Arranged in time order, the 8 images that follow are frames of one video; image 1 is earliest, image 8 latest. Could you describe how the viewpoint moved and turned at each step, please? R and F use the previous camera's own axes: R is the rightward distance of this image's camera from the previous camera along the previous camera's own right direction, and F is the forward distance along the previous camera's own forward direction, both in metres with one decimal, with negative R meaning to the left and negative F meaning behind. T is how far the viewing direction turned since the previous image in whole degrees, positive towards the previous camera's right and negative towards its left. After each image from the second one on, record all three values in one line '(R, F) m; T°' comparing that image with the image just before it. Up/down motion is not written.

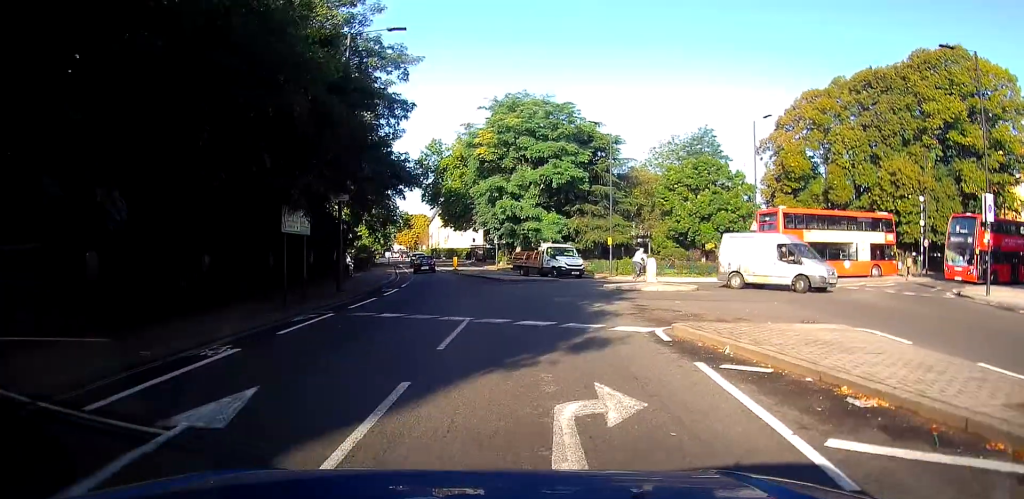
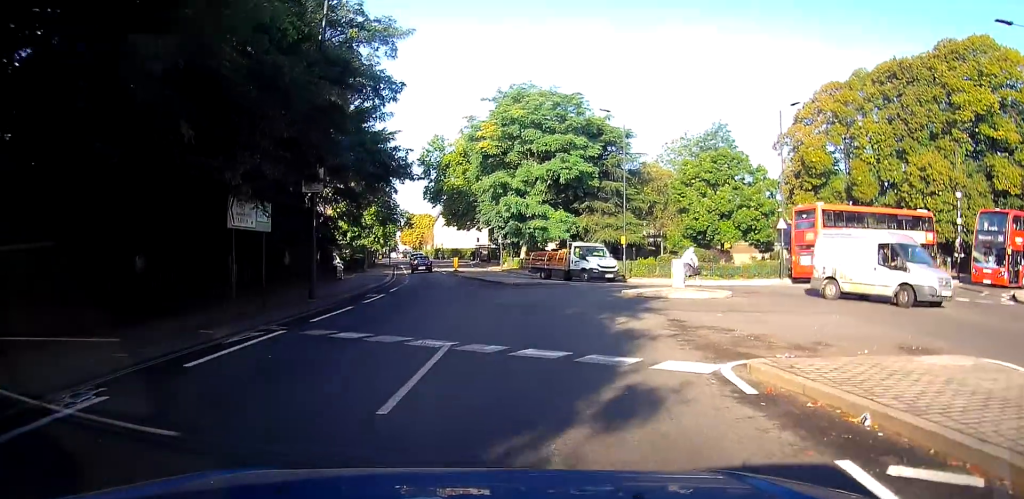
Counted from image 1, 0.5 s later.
(+0.1, +3.6) m; +1°
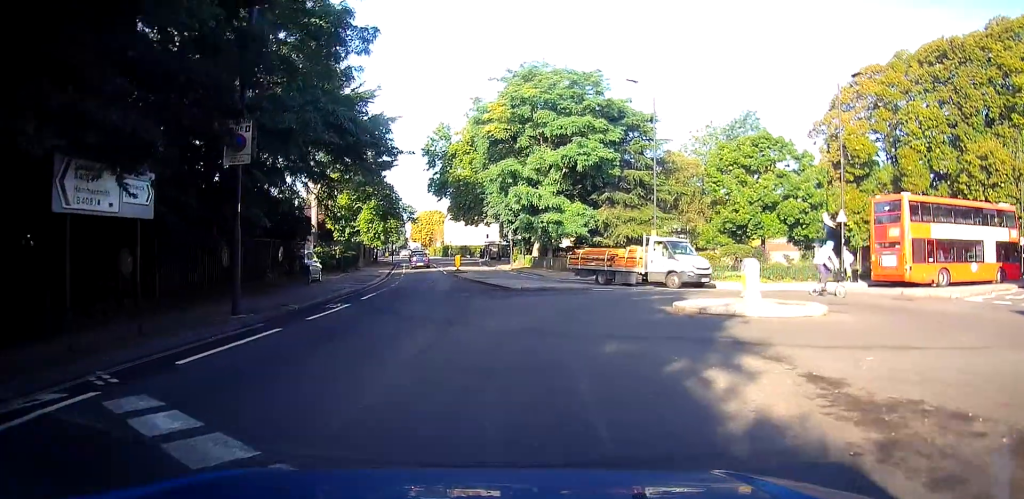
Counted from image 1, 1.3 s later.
(0.0, +6.0) m; -1°
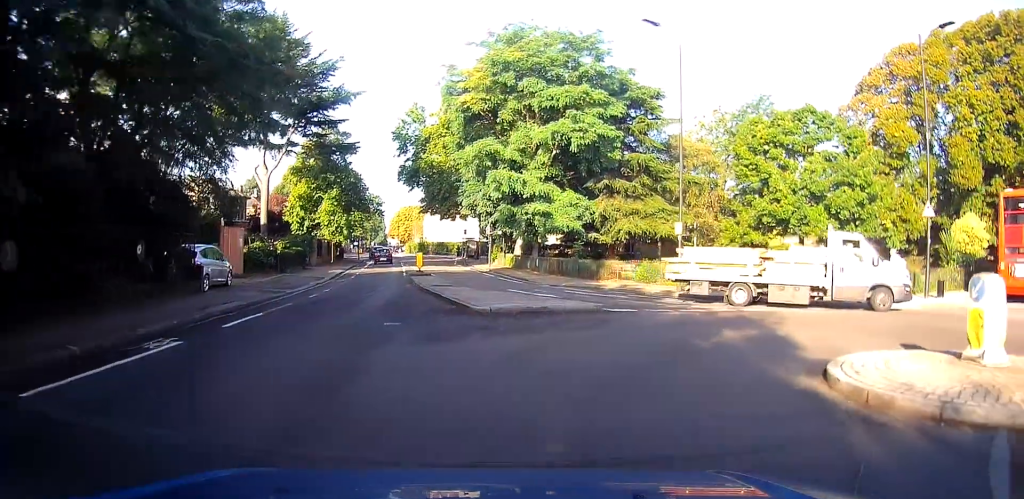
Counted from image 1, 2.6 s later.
(+0.1, +8.0) m; +7°
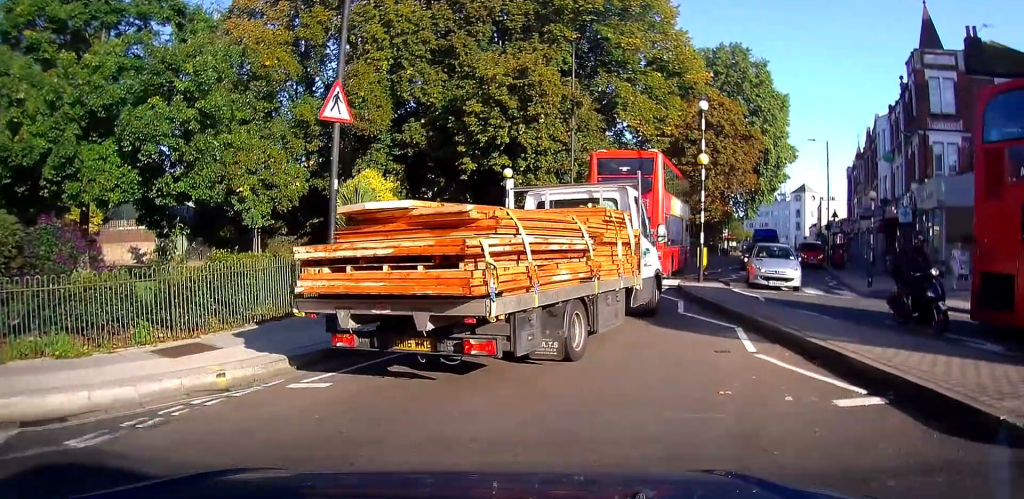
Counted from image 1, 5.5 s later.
(+5.6, +12.7) m; +54°
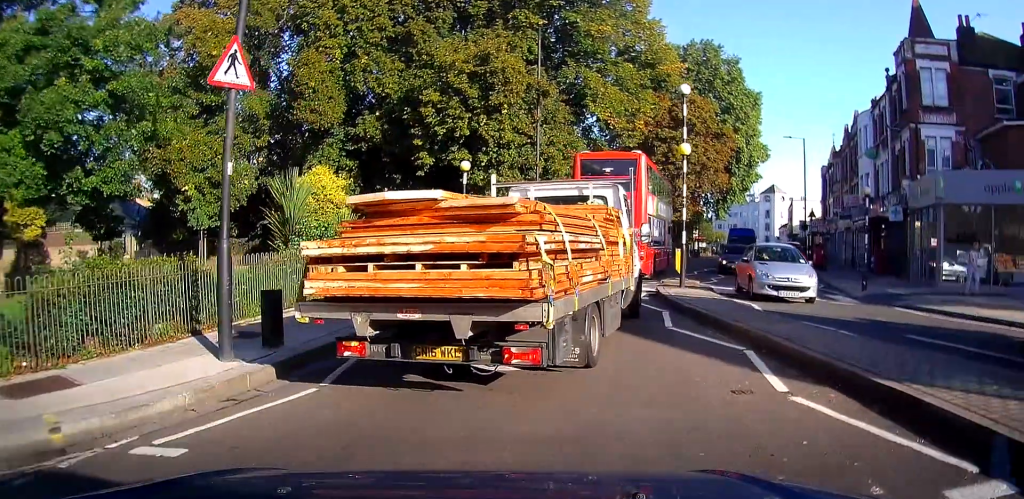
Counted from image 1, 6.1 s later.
(+0.3, +2.1) m; +5°
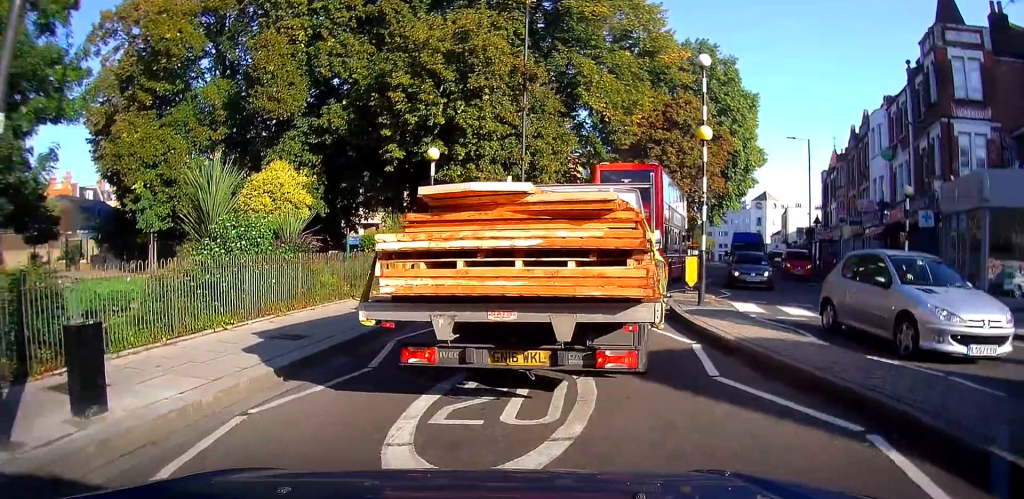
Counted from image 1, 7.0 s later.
(+0.1, +3.2) m; +2°
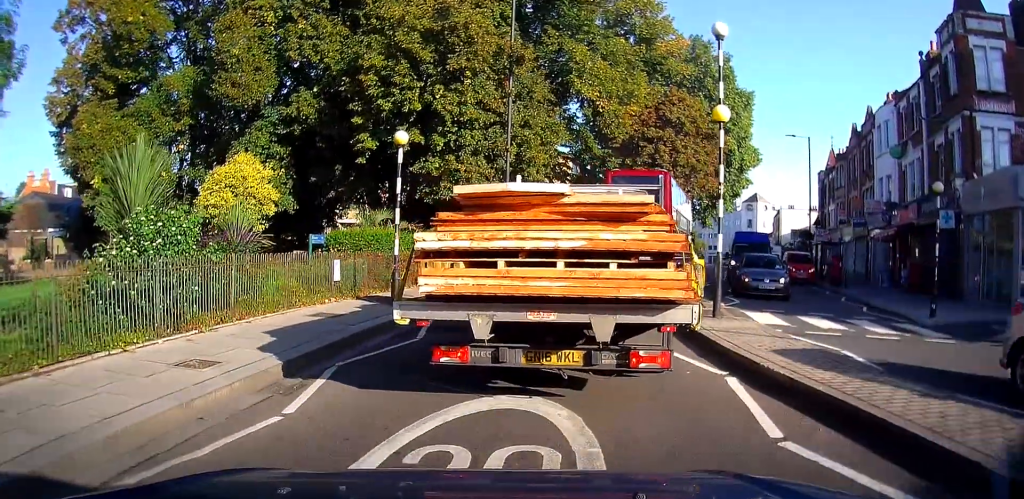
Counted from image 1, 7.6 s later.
(0.0, +2.1) m; 0°
